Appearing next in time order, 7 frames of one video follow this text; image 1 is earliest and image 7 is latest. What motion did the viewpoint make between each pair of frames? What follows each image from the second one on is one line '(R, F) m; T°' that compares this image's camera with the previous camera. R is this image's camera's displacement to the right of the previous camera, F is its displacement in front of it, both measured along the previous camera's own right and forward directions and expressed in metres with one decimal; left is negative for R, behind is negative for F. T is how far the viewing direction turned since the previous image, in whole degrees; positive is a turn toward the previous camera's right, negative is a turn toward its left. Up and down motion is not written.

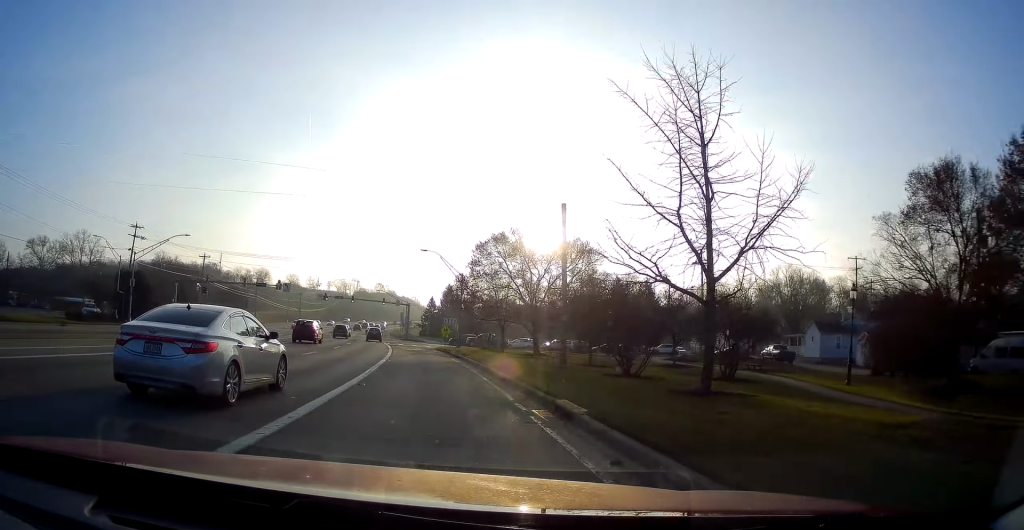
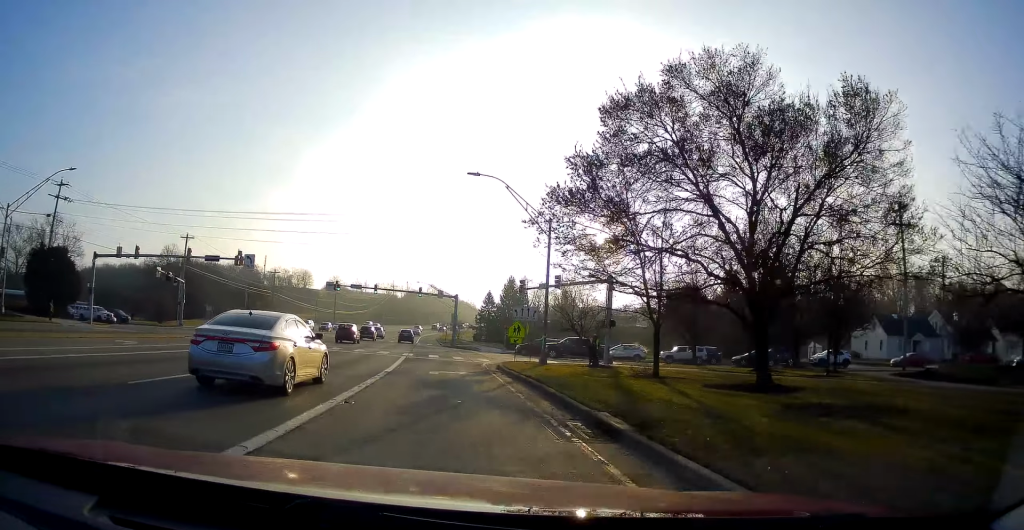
(-1.2, +28.2) m; -5°
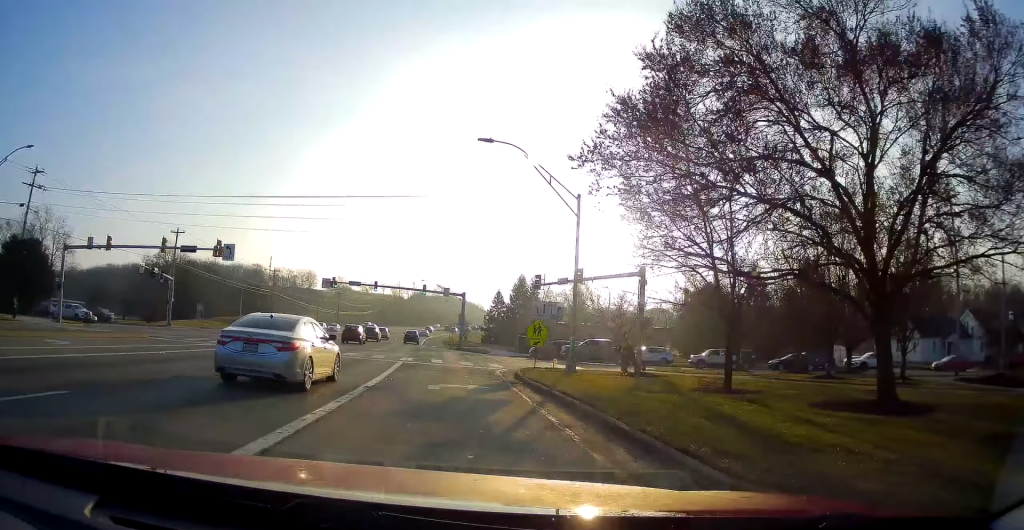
(-0.1, +5.5) m; -1°
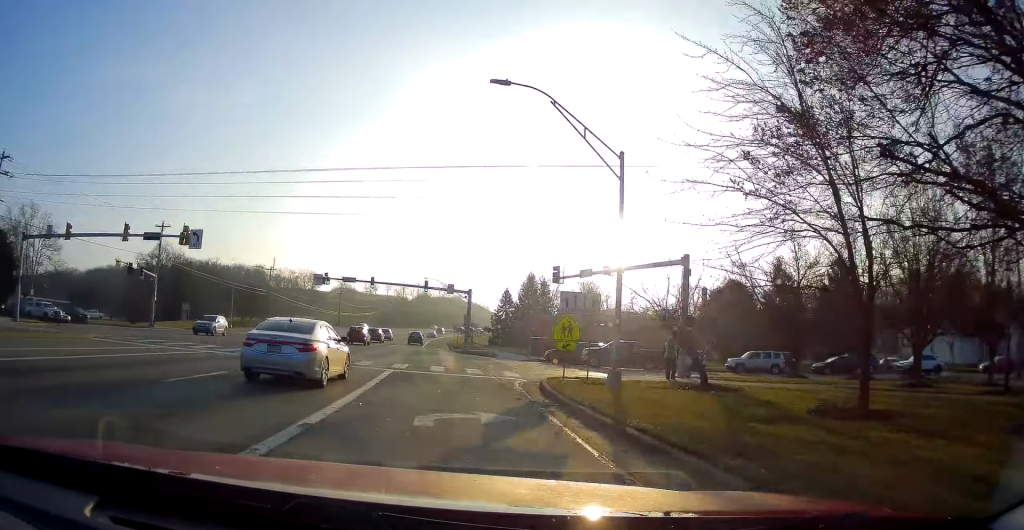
(-0.1, +6.0) m; -1°
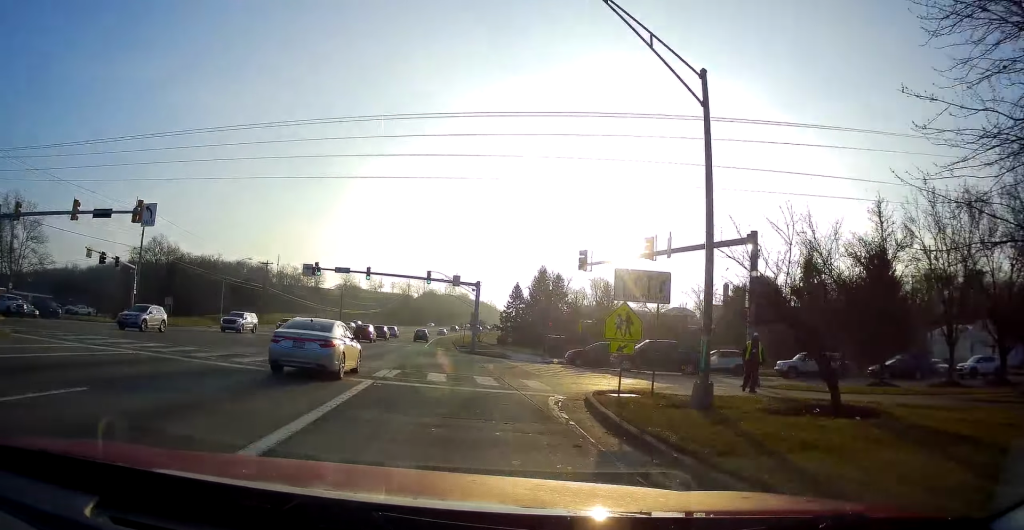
(-0.1, +6.2) m; -1°
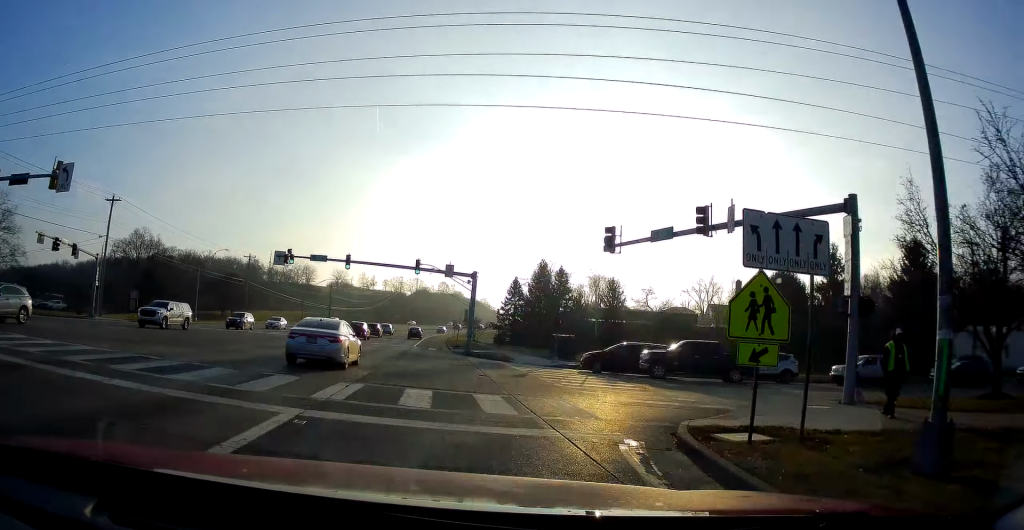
(-0.1, +6.8) m; +1°
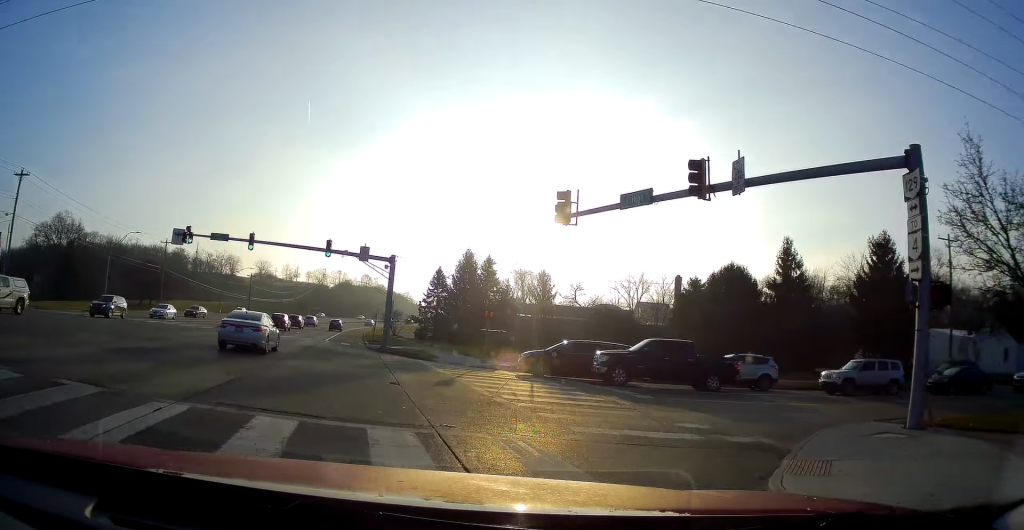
(-0.3, +5.9) m; +6°
